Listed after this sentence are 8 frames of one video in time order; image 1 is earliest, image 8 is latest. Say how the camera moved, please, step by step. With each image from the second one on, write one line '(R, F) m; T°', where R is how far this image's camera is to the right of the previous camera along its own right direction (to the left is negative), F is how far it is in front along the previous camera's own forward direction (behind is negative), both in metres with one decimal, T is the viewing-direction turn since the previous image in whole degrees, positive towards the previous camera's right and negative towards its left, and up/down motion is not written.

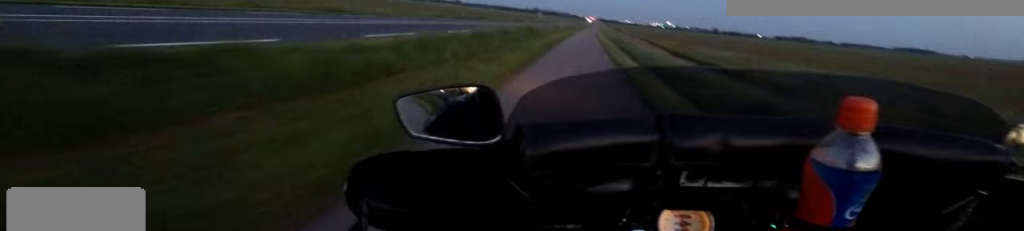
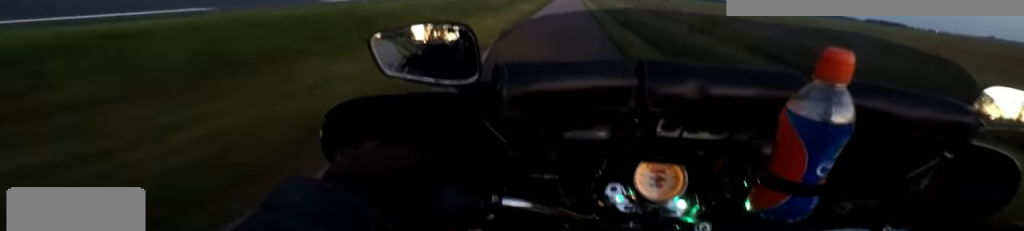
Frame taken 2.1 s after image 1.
(+0.2, +27.3) m; +1°
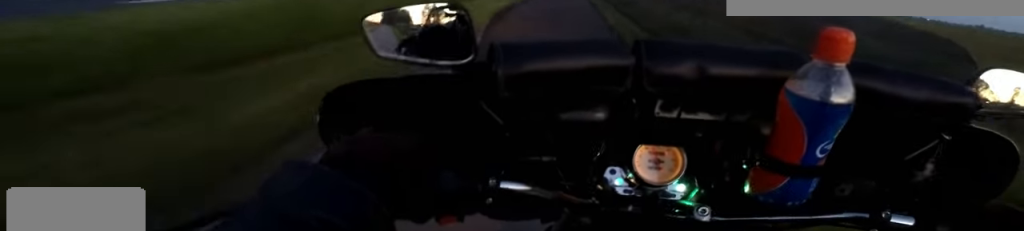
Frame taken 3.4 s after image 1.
(+0.4, +17.3) m; +2°
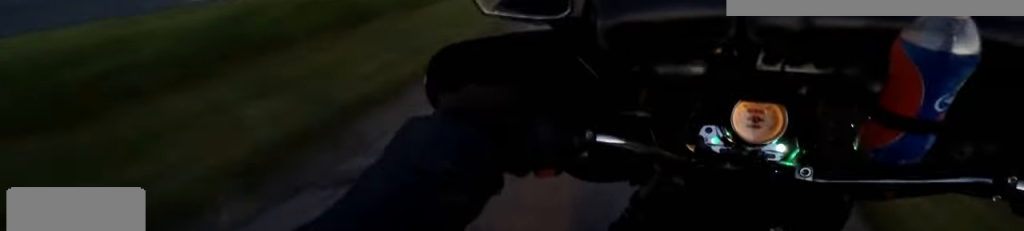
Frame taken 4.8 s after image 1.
(-0.1, +19.8) m; -1°
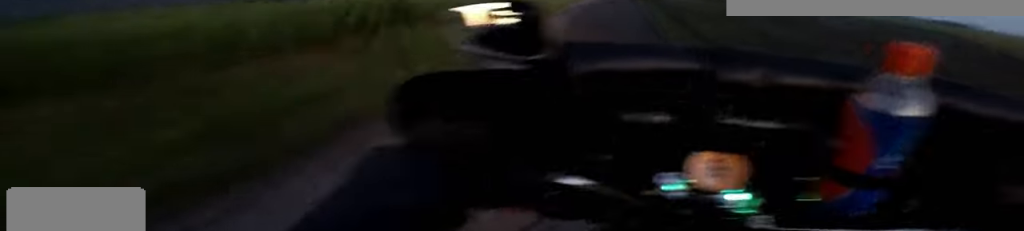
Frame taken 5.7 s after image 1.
(-0.1, +11.2) m; -1°
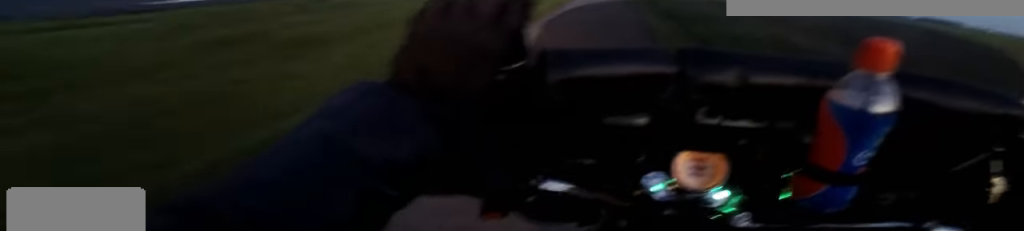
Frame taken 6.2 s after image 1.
(0.0, +7.2) m; 0°
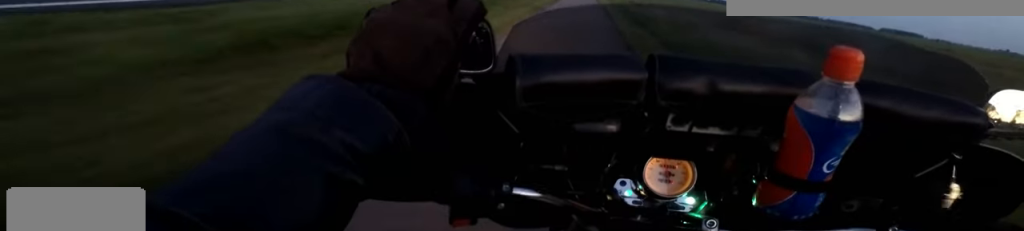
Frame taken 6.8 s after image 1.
(0.0, +7.8) m; 0°
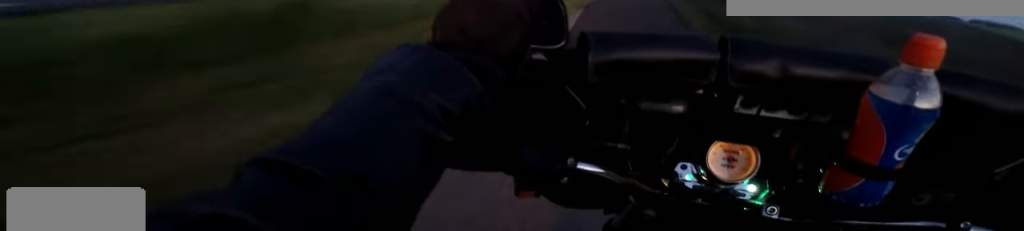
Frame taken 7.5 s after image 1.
(-0.1, +9.4) m; +1°
